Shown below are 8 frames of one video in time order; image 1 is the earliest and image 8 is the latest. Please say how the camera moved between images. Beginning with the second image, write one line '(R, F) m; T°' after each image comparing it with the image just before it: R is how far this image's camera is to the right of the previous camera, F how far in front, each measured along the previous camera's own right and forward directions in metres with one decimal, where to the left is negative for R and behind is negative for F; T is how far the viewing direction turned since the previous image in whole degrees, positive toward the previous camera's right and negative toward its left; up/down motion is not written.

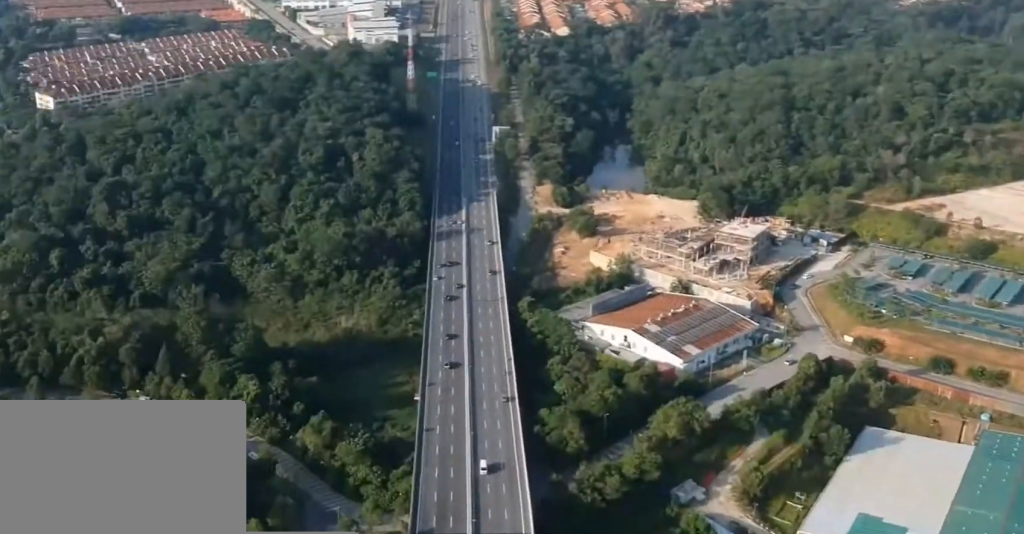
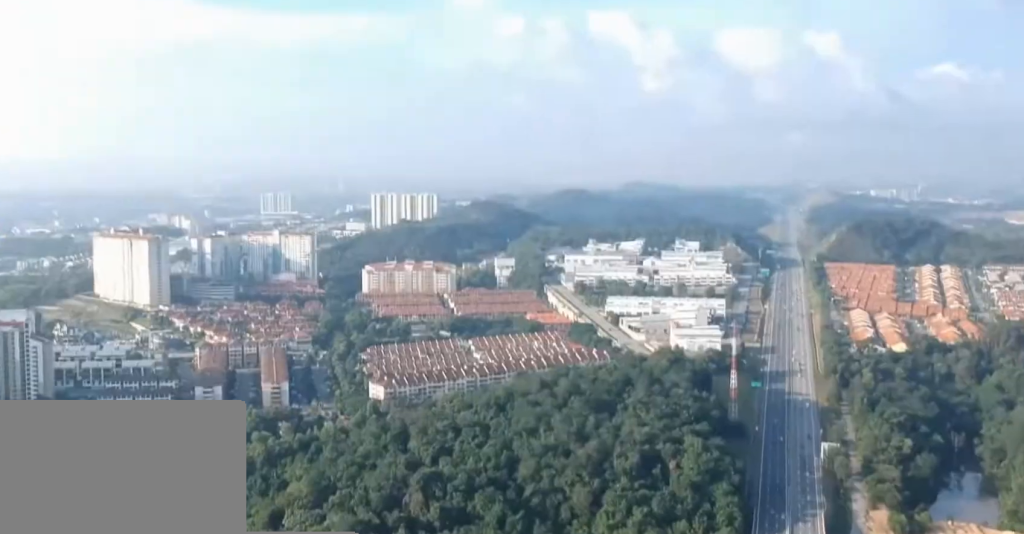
(-0.2, +10.0) m; -2°
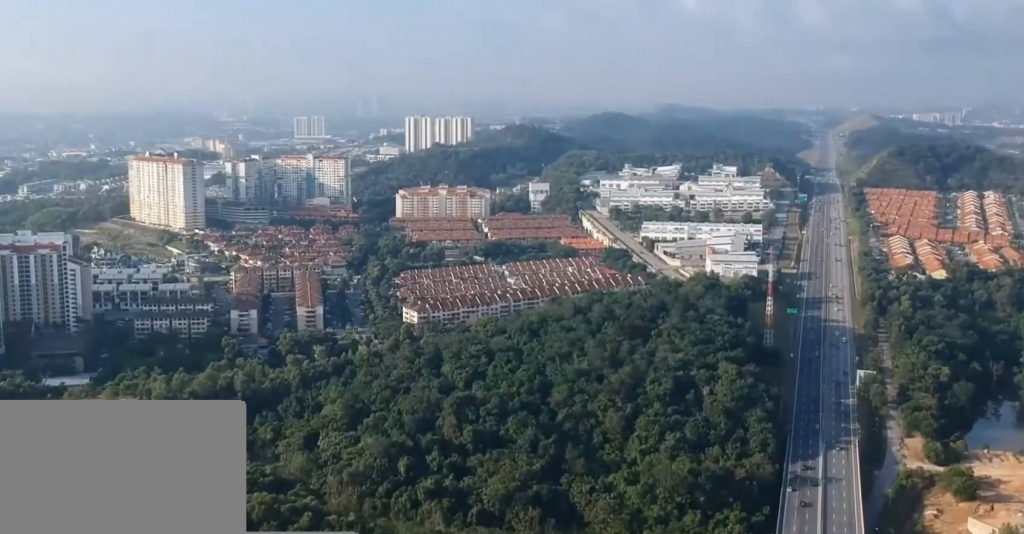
(-0.1, +8.8) m; -1°
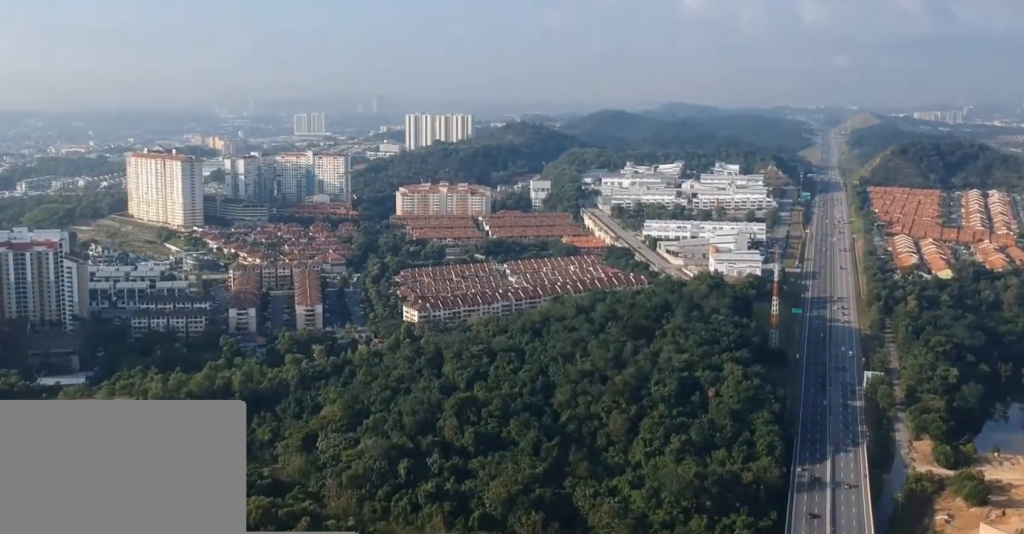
(-0.1, +15.7) m; 0°
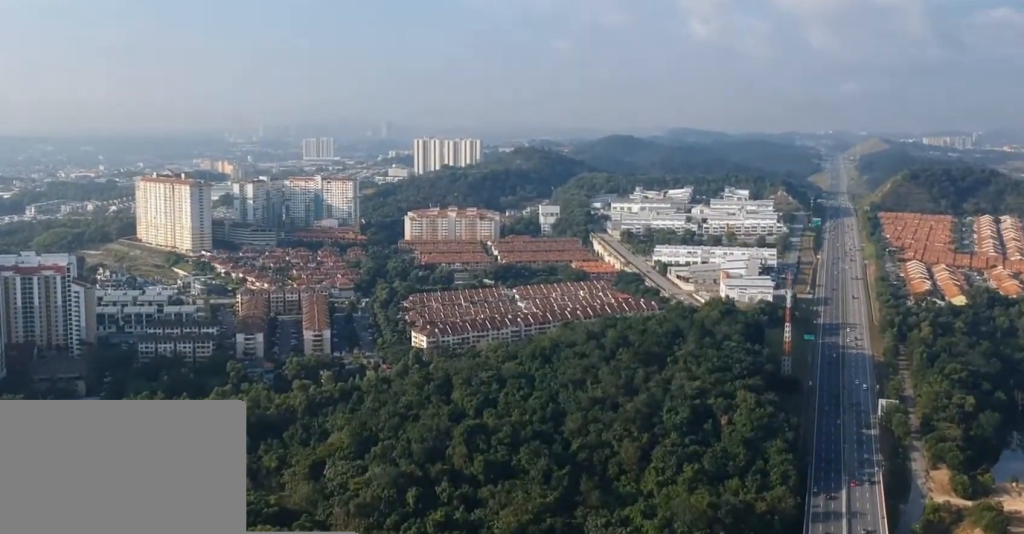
(0.0, +6.3) m; 0°
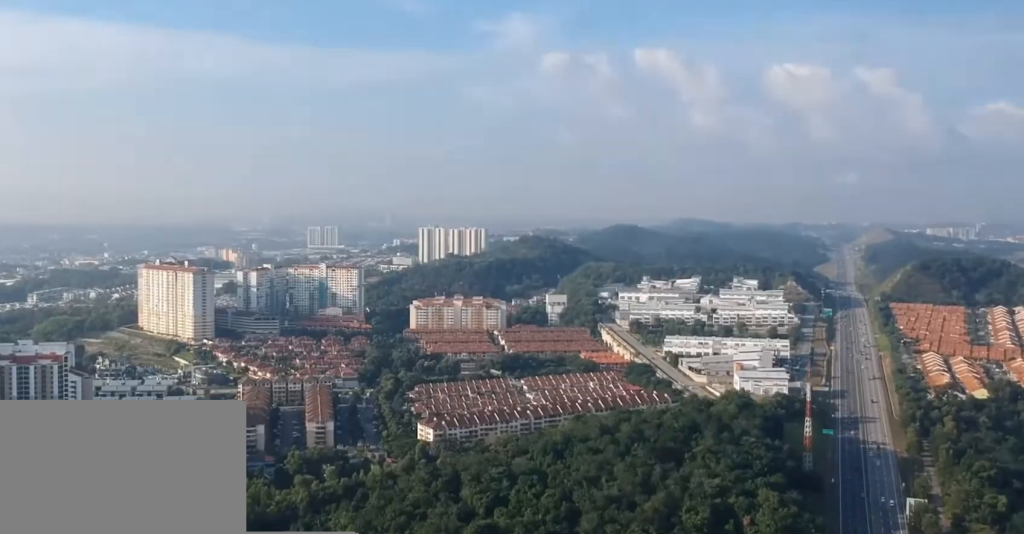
(+0.1, +18.1) m; +1°
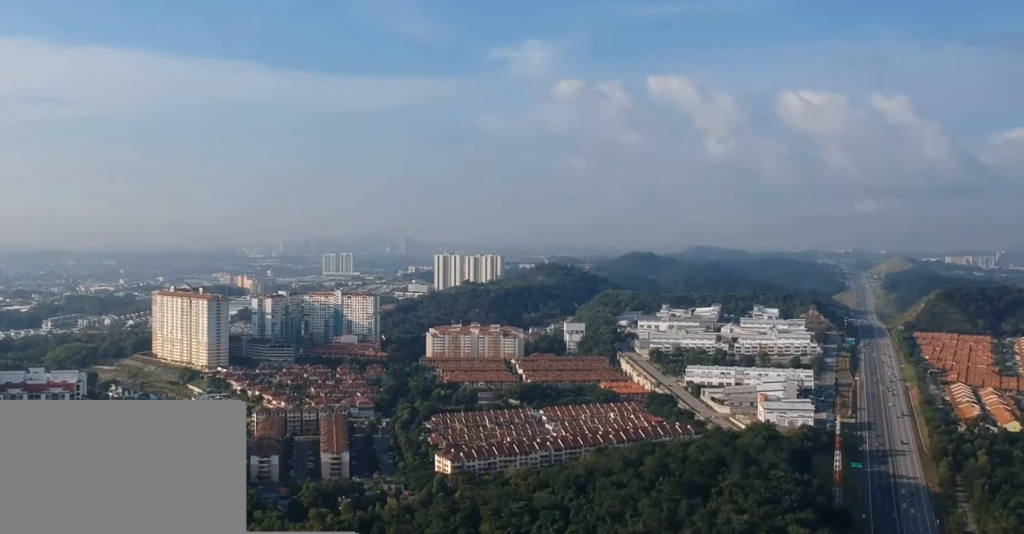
(+0.1, +12.8) m; 0°
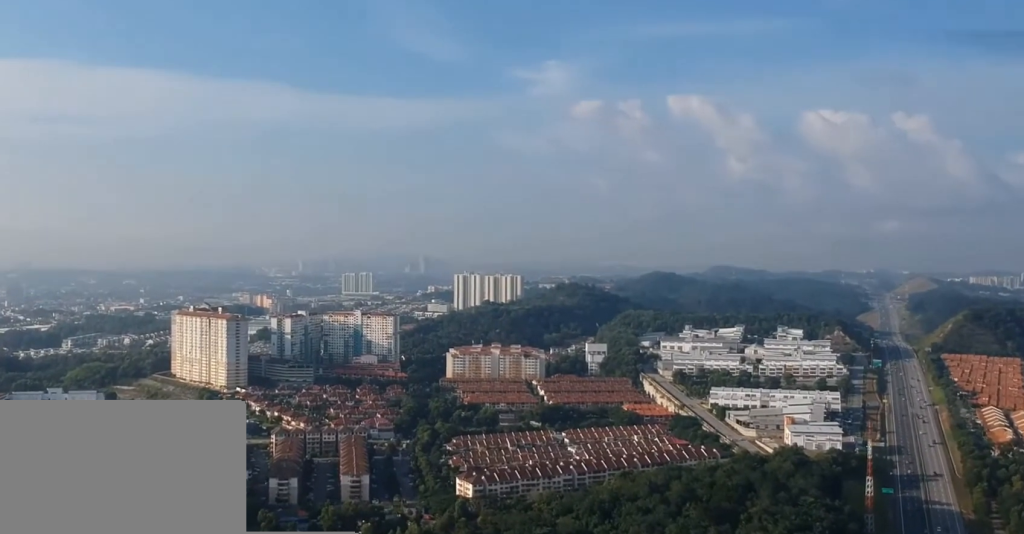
(0.0, +8.5) m; 0°
